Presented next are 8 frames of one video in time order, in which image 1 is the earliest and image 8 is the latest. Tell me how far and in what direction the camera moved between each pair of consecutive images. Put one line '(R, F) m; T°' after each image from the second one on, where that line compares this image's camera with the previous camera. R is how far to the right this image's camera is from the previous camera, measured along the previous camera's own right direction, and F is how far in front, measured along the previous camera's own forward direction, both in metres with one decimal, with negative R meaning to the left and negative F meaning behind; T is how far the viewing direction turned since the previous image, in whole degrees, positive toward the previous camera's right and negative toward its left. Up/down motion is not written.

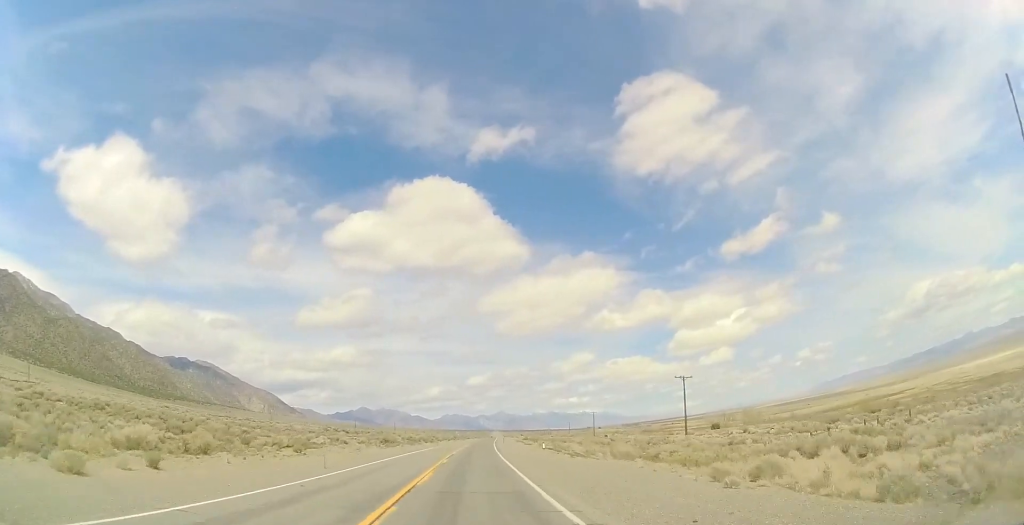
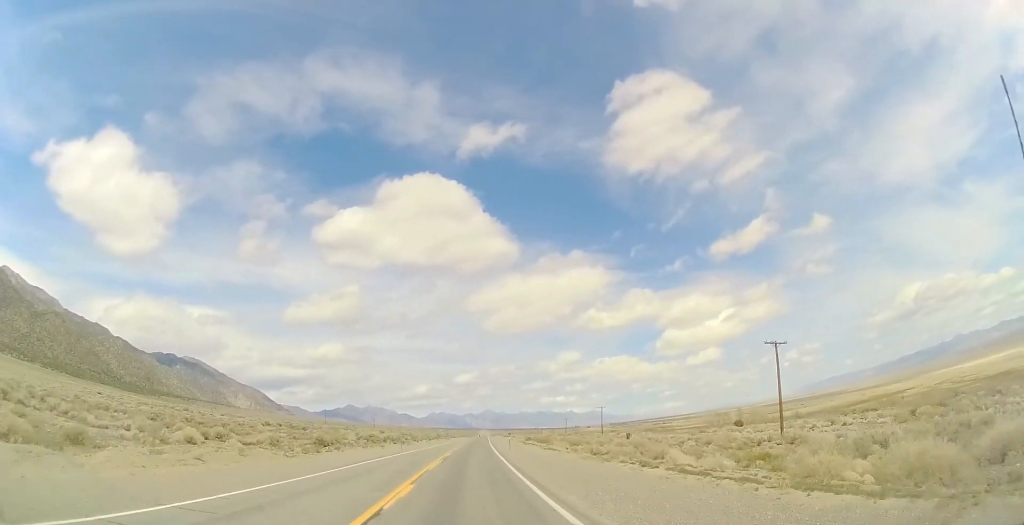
(+0.1, +30.2) m; +1°
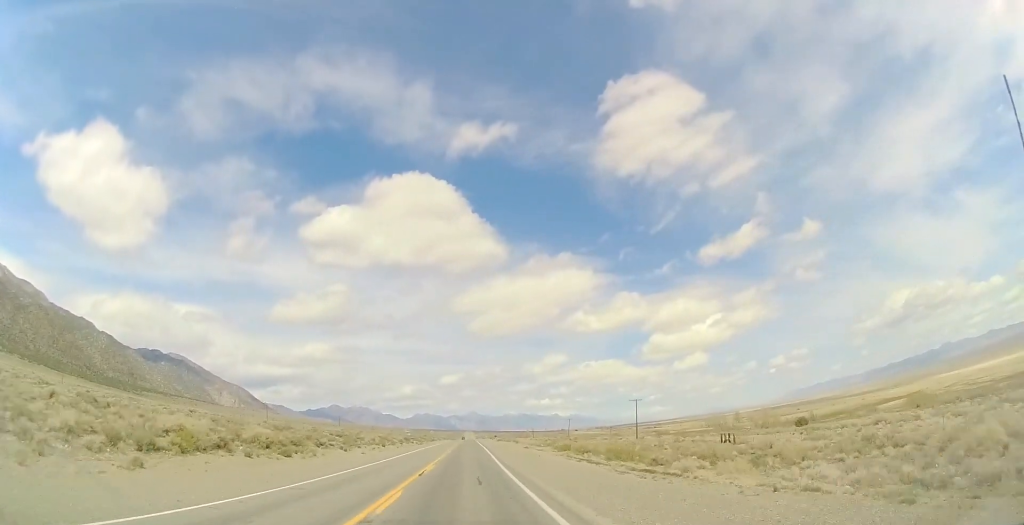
(+1.5, +49.2) m; +2°
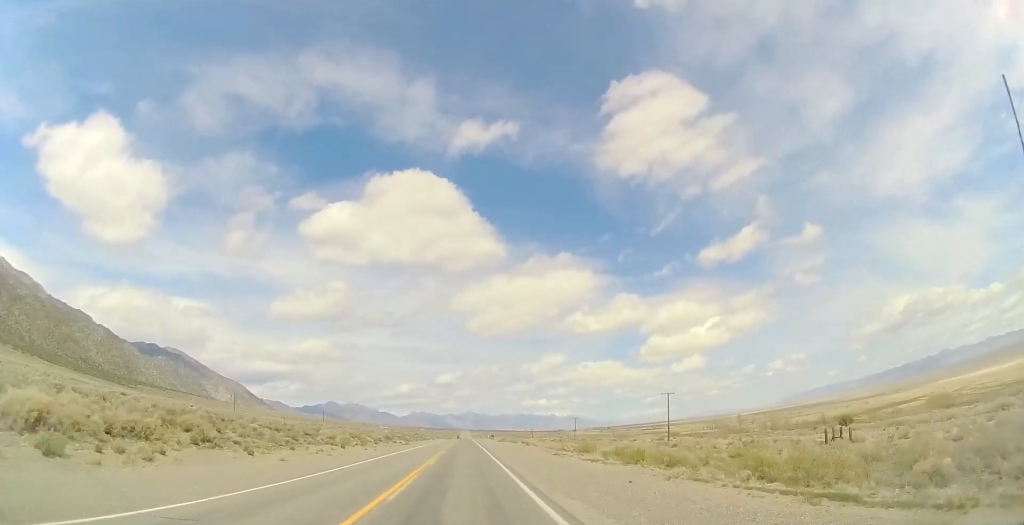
(+0.1, +23.2) m; 0°
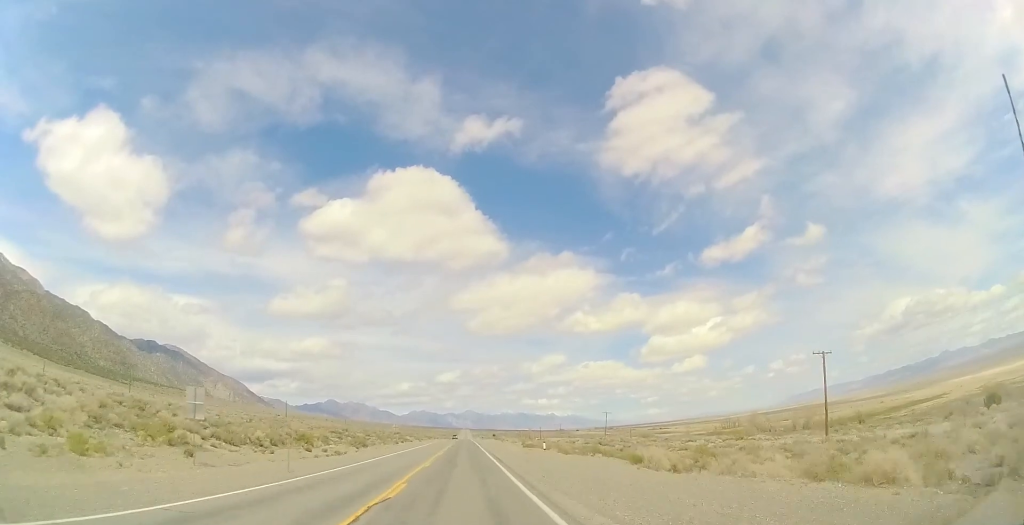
(+0.1, +49.0) m; -1°
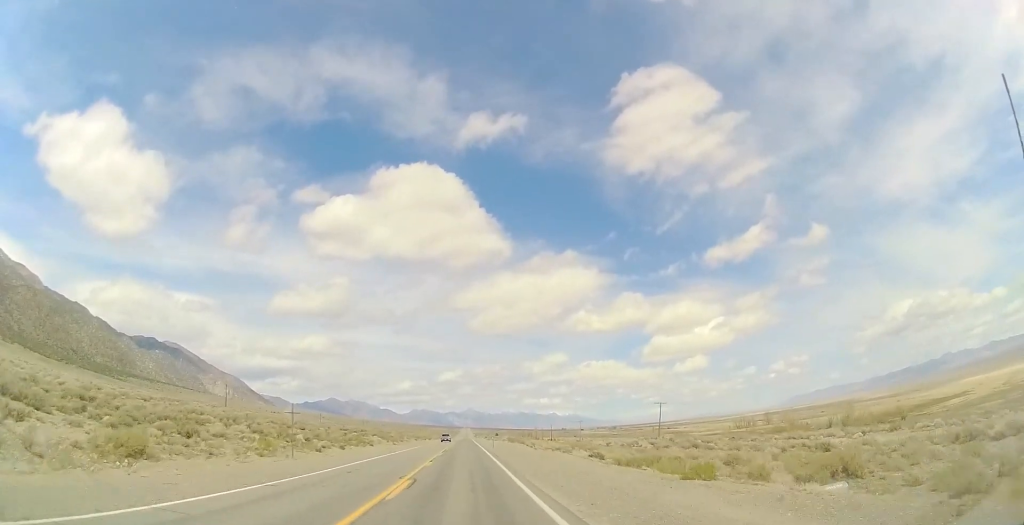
(-0.7, +49.2) m; 0°
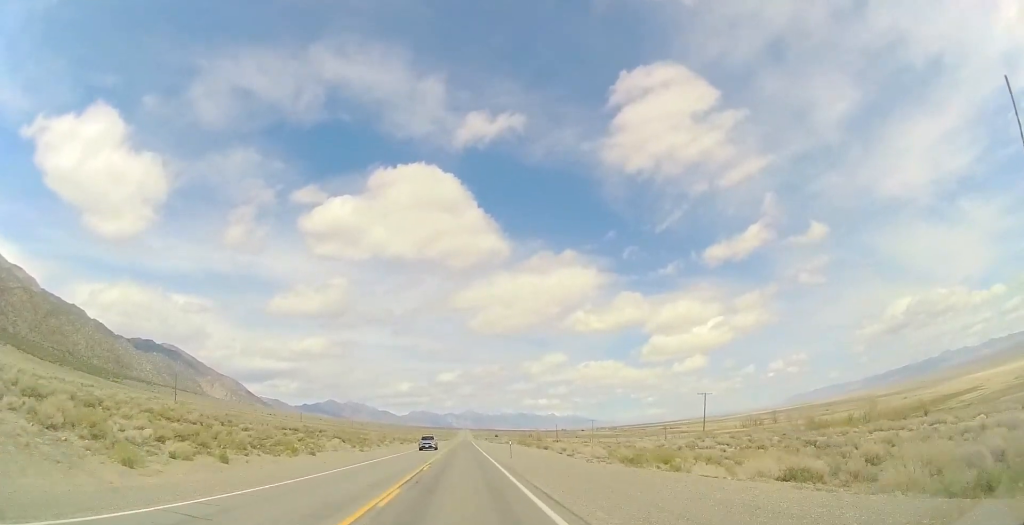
(+0.3, +25.6) m; +1°
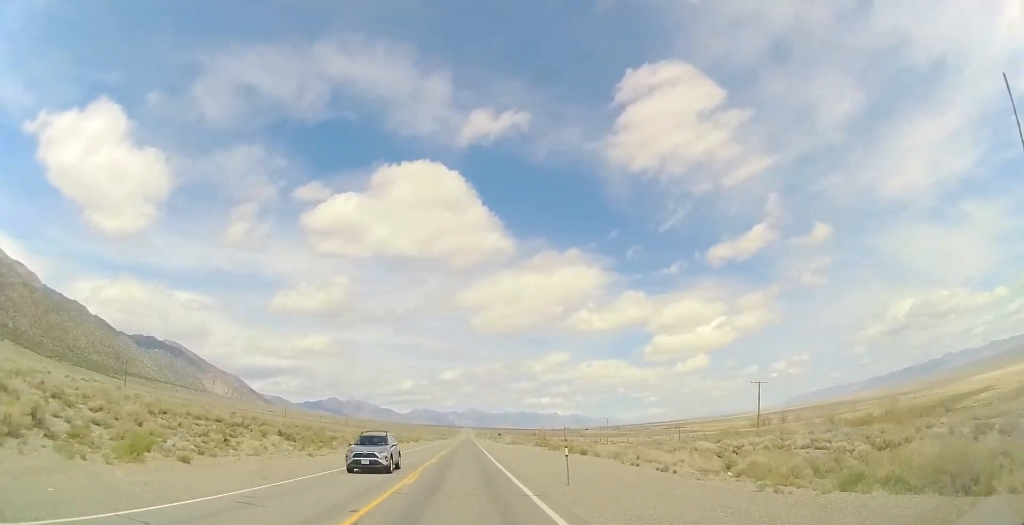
(0.0, +19.9) m; 0°
